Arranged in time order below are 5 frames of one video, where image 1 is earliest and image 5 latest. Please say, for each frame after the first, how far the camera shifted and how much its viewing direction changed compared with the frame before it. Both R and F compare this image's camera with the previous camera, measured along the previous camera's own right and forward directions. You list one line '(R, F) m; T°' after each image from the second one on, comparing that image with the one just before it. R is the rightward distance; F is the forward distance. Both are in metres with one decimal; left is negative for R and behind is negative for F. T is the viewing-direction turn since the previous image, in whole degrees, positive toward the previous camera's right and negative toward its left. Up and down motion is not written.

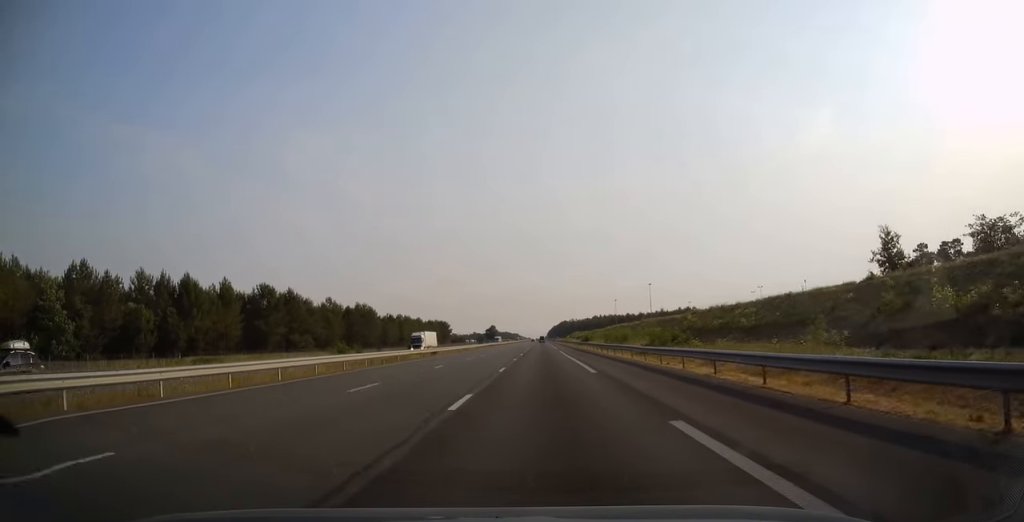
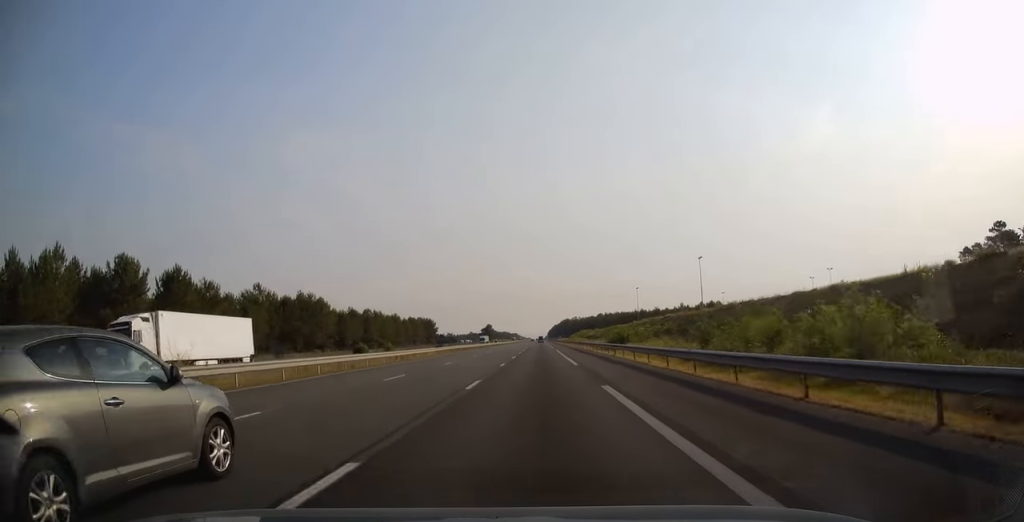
(+0.1, +47.1) m; 0°
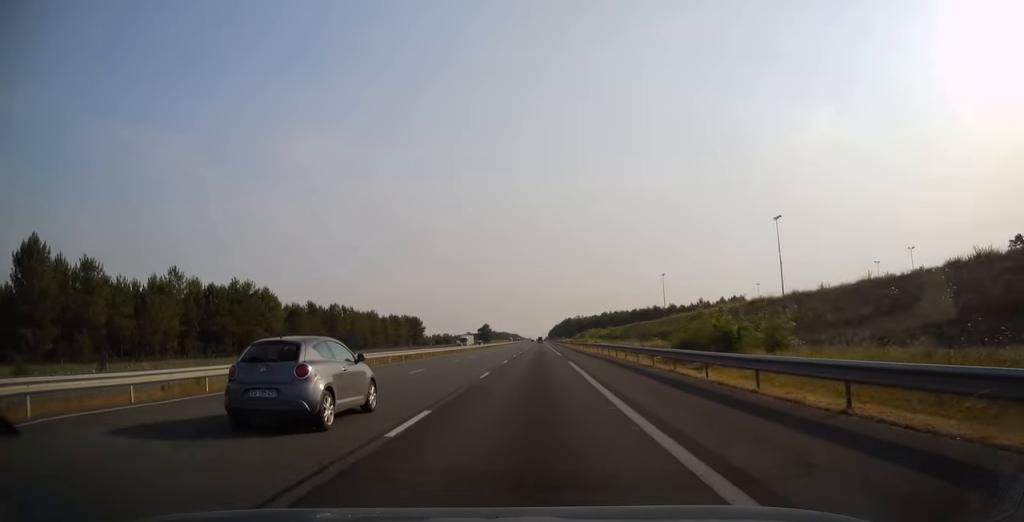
(0.0, +33.8) m; 0°
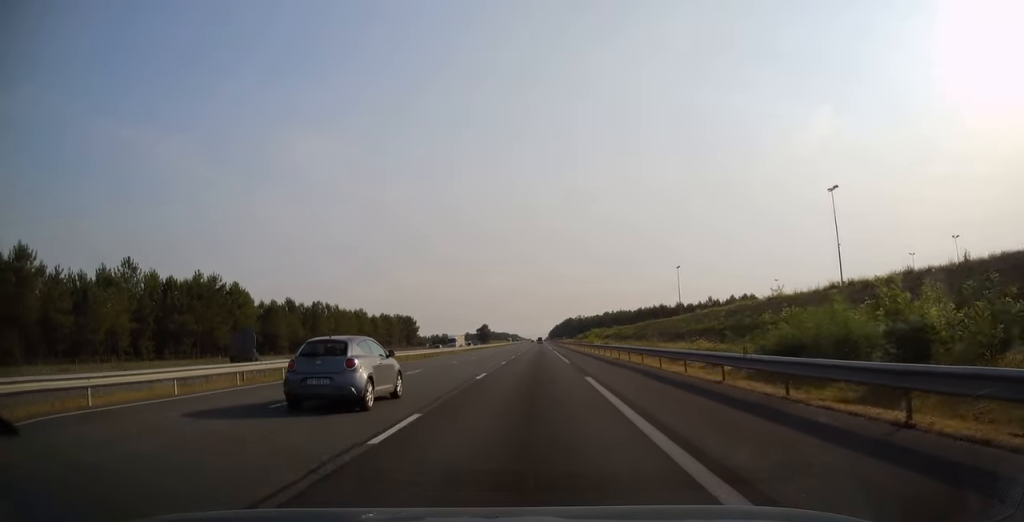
(+0.1, +13.8) m; 0°
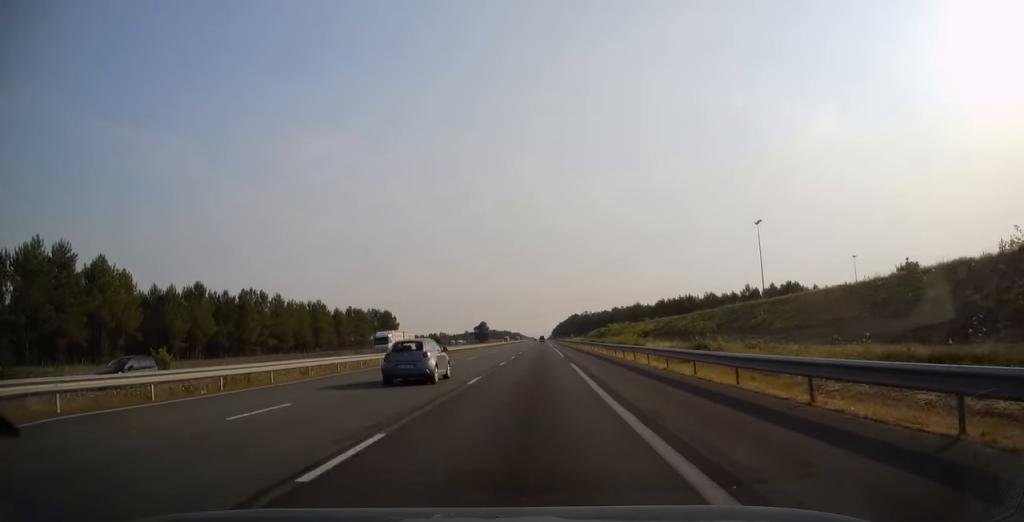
(-0.3, +41.3) m; 0°
